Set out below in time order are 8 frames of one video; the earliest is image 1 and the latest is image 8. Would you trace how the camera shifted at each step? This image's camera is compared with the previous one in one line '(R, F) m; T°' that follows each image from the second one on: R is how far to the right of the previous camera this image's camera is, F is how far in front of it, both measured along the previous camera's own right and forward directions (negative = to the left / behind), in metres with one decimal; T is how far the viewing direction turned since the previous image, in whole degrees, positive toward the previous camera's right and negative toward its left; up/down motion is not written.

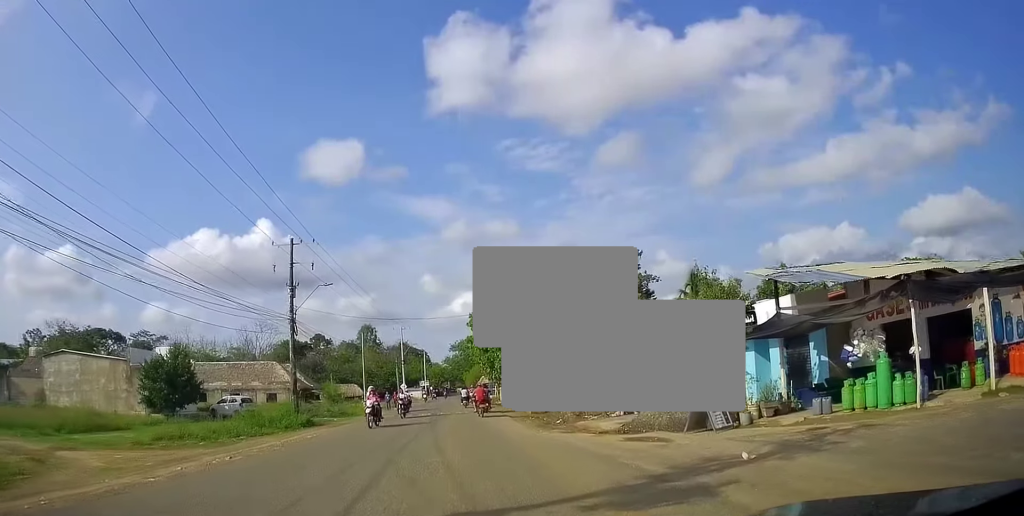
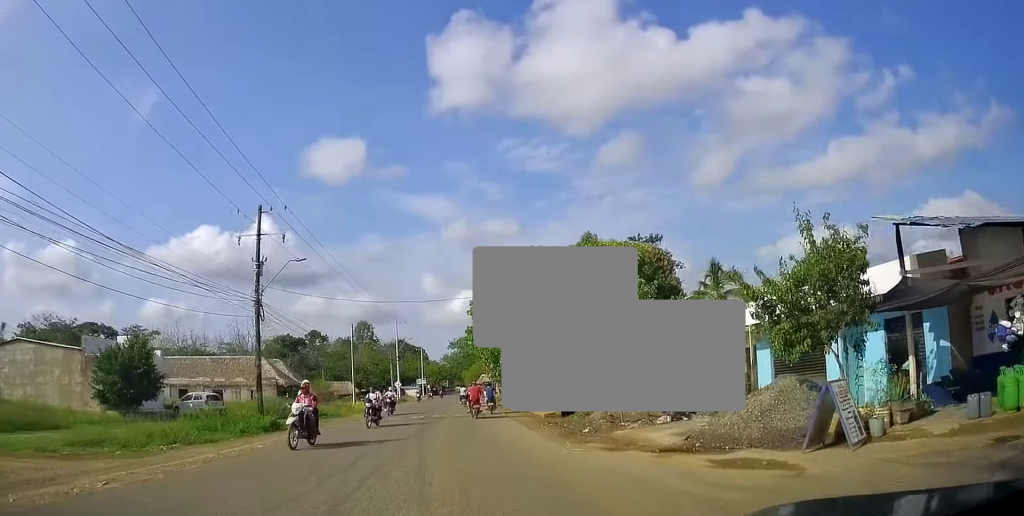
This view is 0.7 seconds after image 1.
(0.0, +5.3) m; +1°
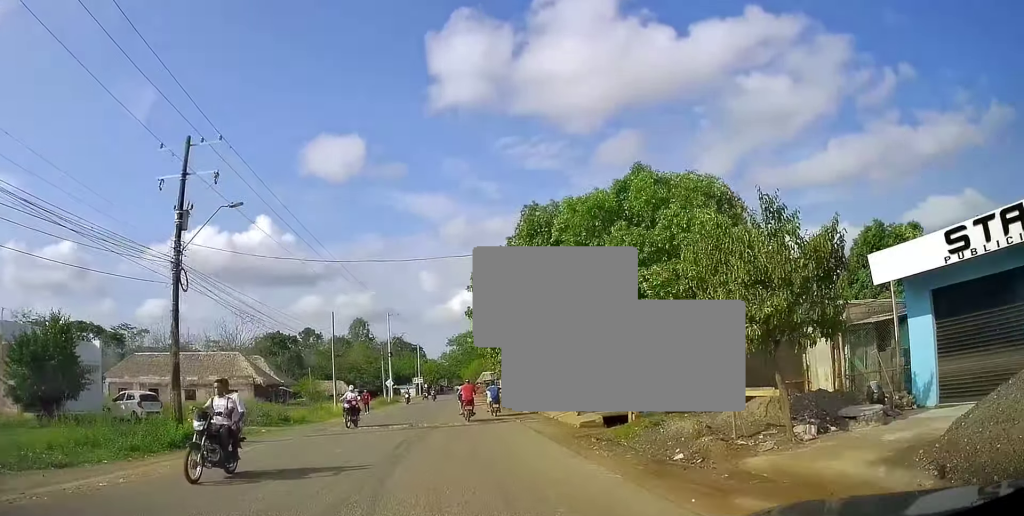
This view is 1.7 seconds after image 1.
(+0.3, +7.6) m; 0°
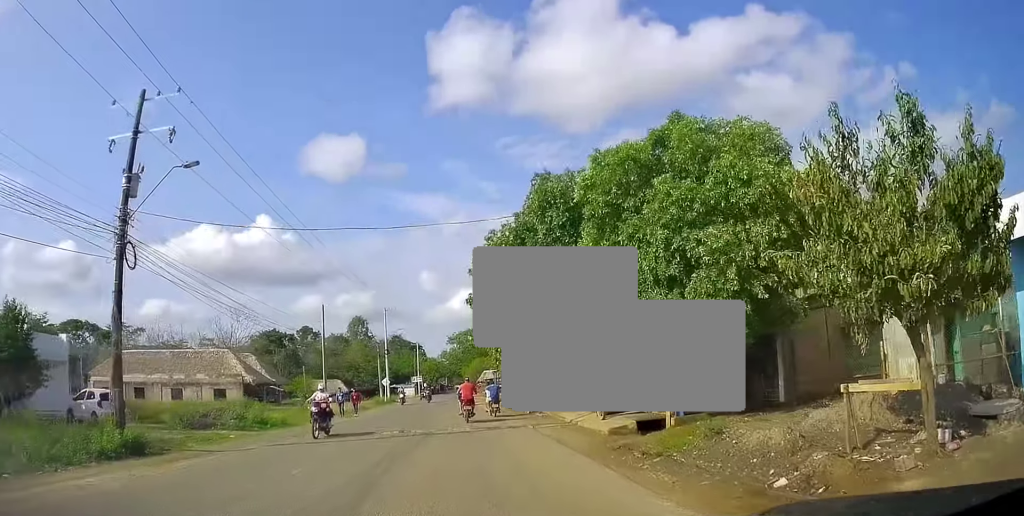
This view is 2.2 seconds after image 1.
(-0.1, +3.4) m; 0°
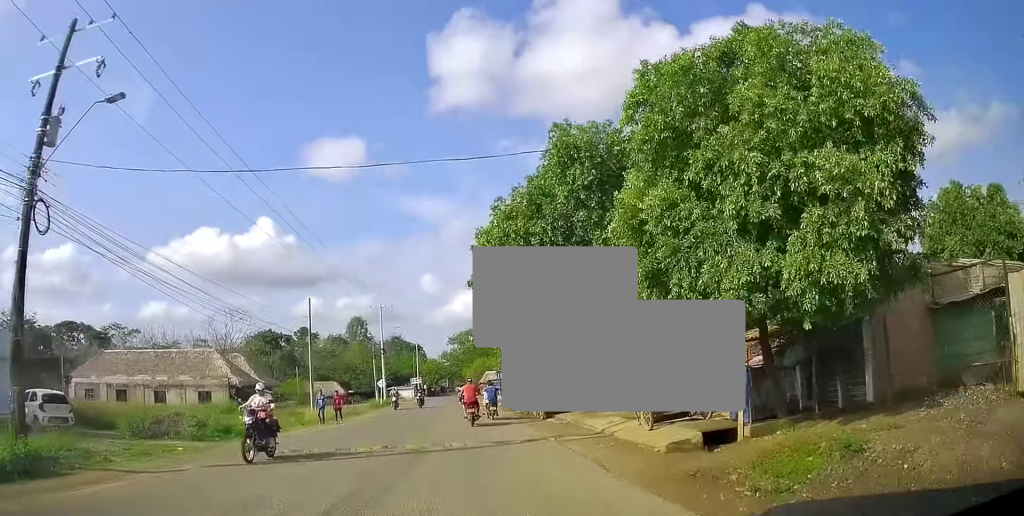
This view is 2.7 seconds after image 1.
(-0.1, +4.1) m; 0°
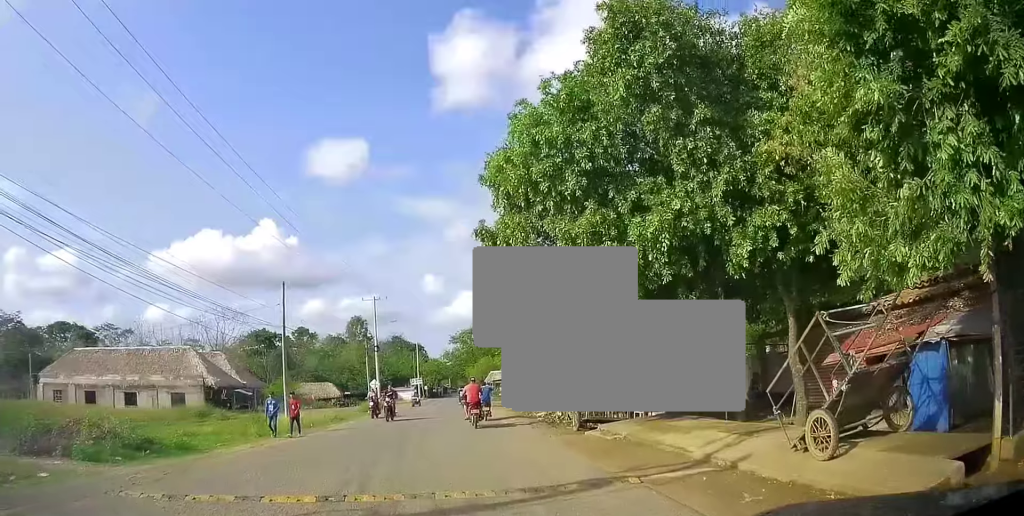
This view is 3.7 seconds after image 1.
(+0.2, +6.7) m; -2°
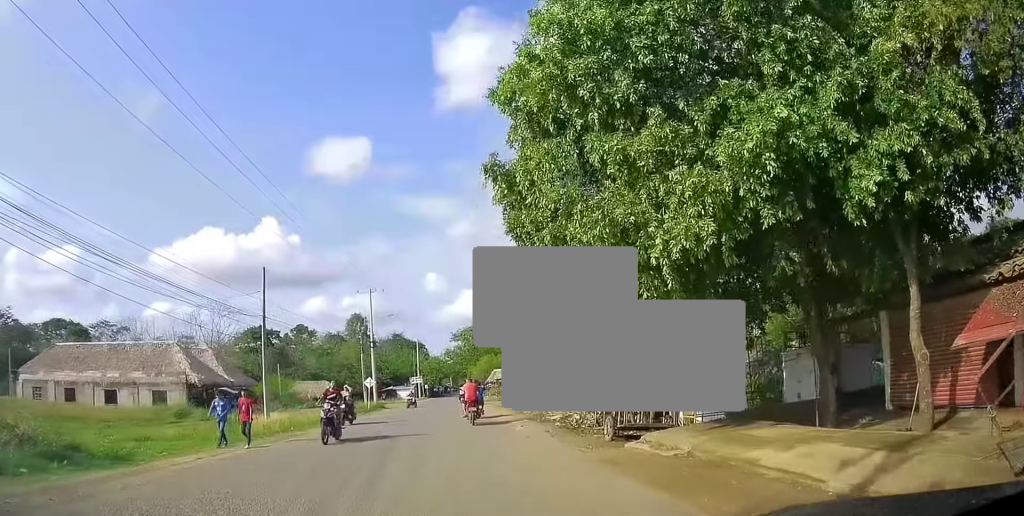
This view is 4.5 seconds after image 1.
(-0.4, +4.4) m; -3°
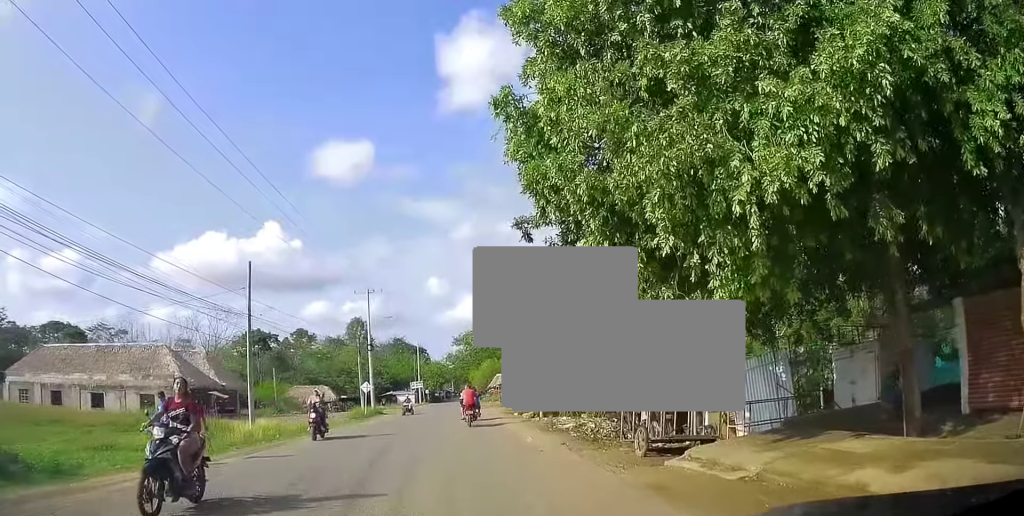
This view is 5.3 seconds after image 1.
(+0.1, +3.4) m; 0°
